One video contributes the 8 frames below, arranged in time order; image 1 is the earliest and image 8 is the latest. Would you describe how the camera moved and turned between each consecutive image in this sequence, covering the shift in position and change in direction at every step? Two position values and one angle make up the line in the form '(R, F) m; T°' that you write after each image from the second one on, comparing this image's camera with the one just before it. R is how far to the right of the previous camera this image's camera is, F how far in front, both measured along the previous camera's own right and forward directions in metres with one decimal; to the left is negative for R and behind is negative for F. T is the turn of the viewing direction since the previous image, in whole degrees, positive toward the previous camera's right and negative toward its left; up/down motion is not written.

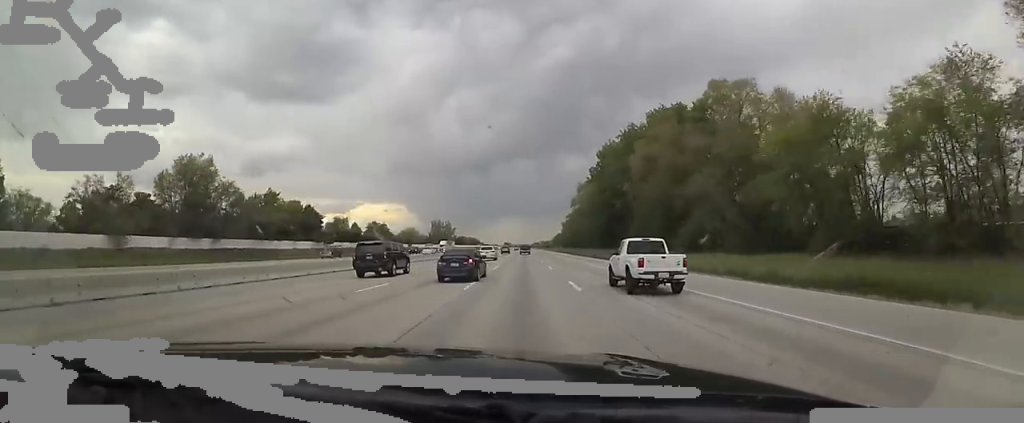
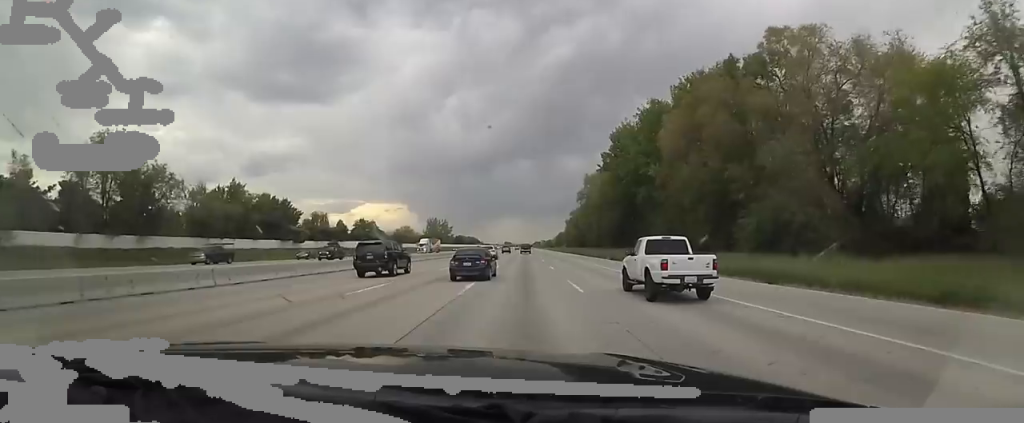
(0.0, +16.1) m; 0°
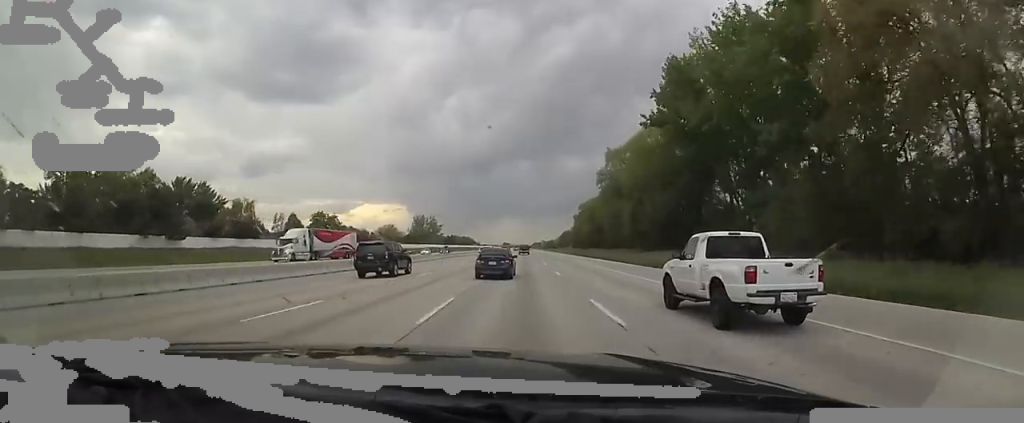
(0.0, +37.6) m; 0°
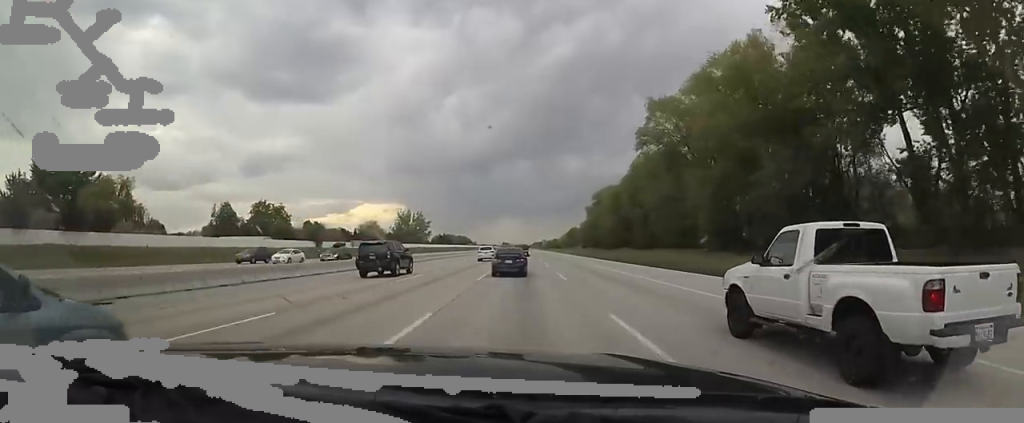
(0.0, +33.5) m; 0°
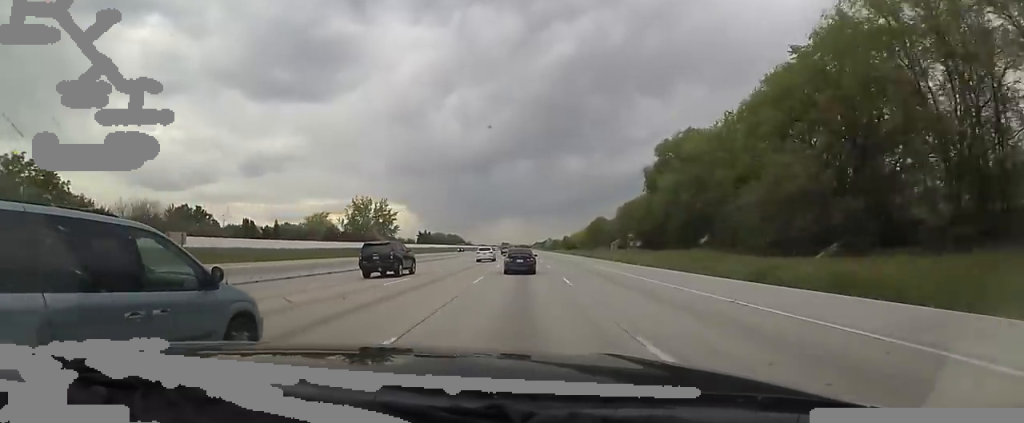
(0.0, +64.4) m; 0°
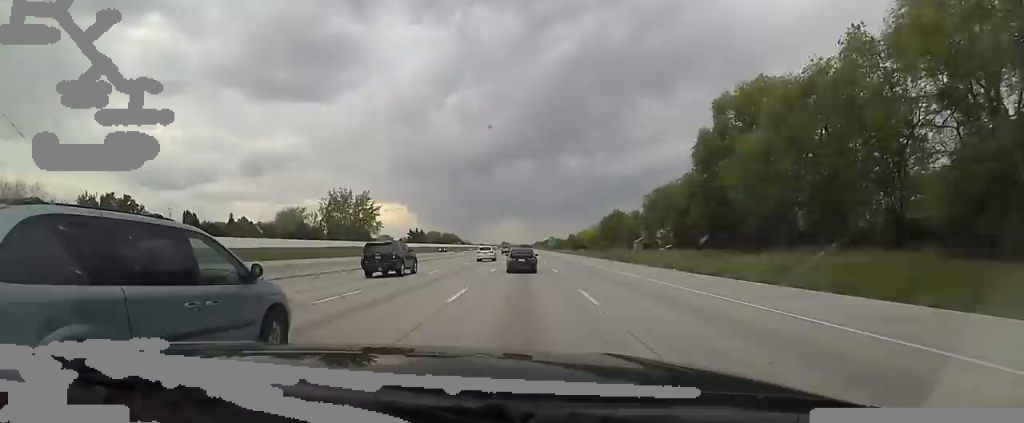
(0.0, +21.8) m; 0°
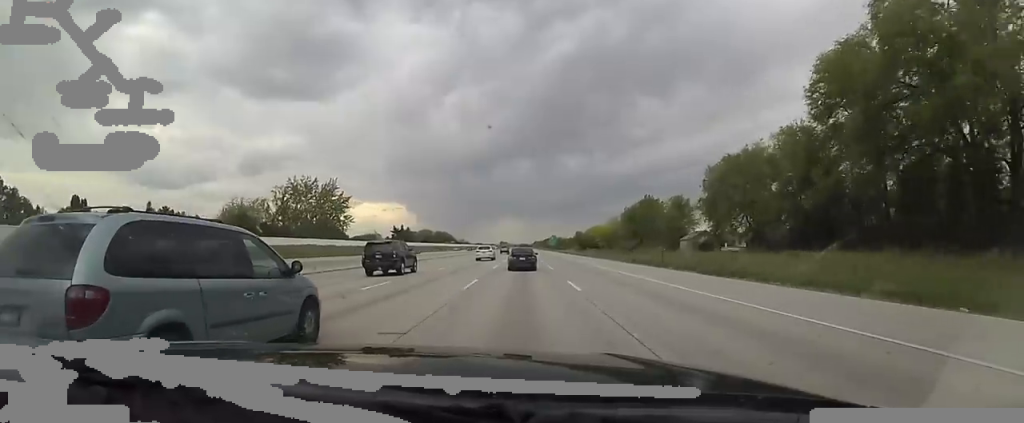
(0.0, +26.9) m; 0°
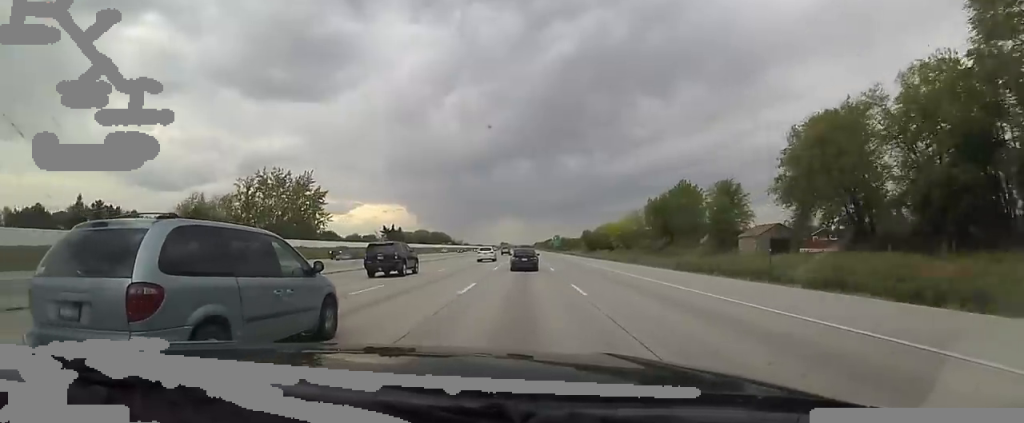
(0.0, +16.5) m; 0°
